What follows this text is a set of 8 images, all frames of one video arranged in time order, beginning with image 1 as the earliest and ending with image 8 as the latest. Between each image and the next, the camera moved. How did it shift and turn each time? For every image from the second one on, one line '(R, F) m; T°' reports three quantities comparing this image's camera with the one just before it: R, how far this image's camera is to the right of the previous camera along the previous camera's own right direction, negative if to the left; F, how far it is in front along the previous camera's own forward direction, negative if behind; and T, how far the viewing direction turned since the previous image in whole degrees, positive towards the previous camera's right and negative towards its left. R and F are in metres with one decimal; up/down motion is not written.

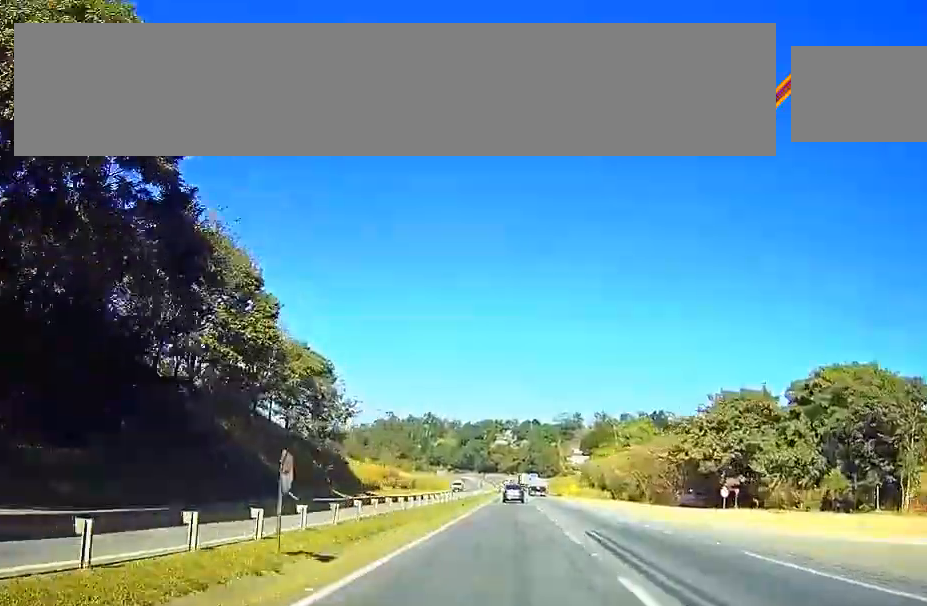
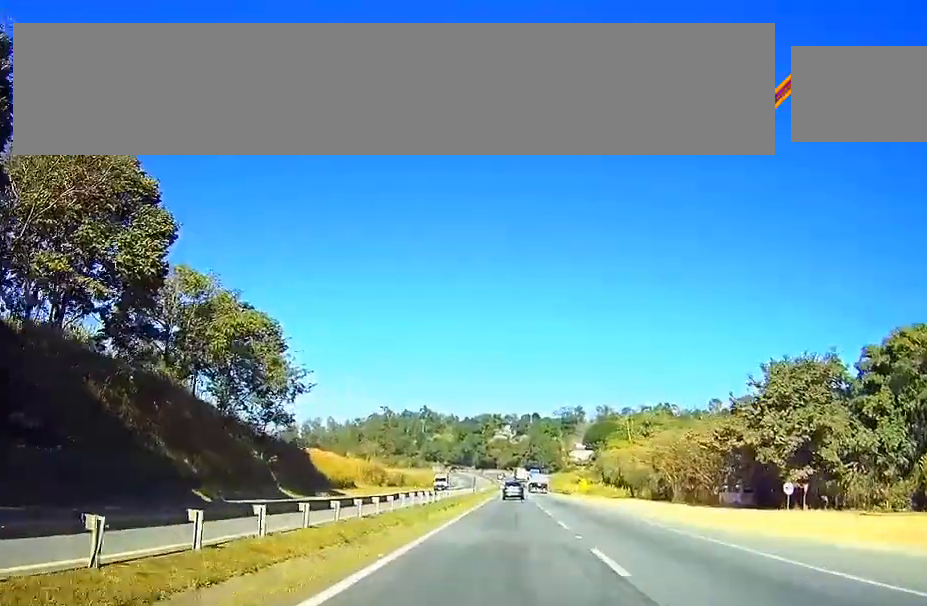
(0.0, +20.0) m; 0°
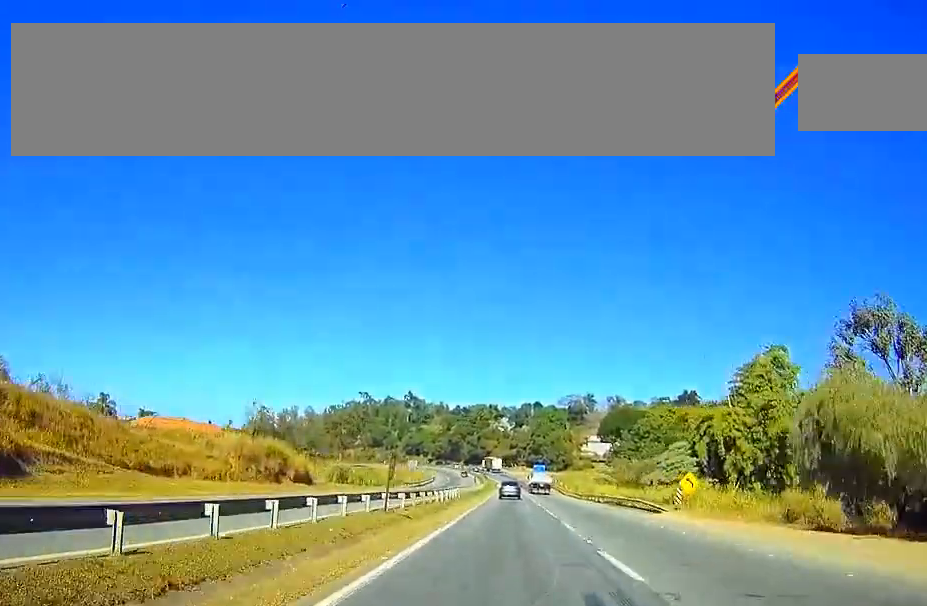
(0.0, +75.8) m; 0°
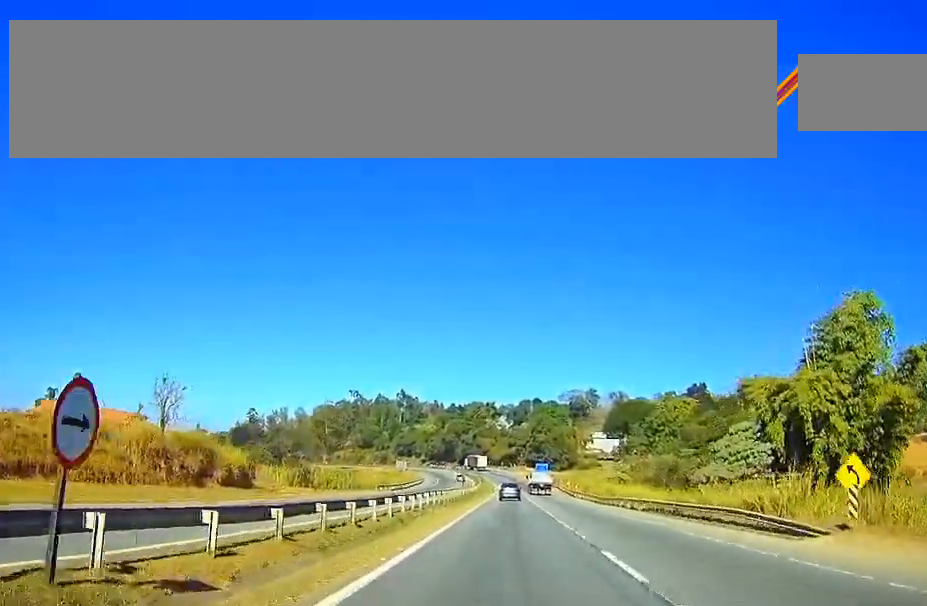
(0.0, +25.0) m; 0°
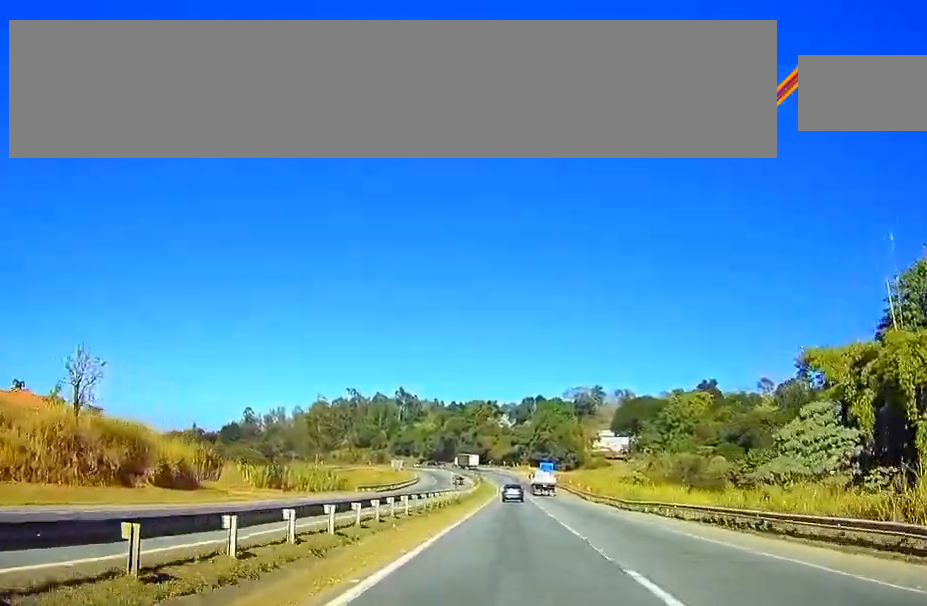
(0.0, +15.6) m; 0°
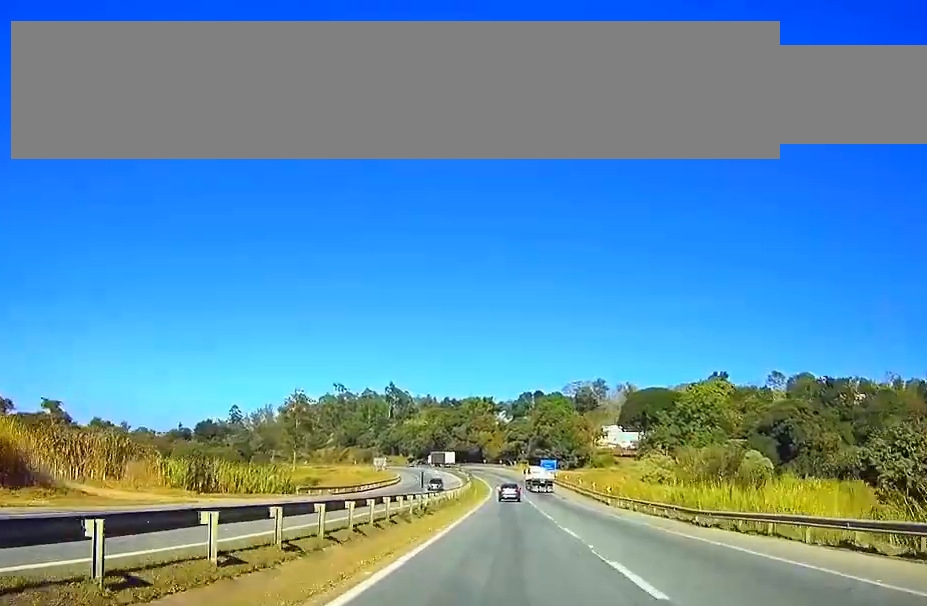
(0.0, +24.7) m; 0°
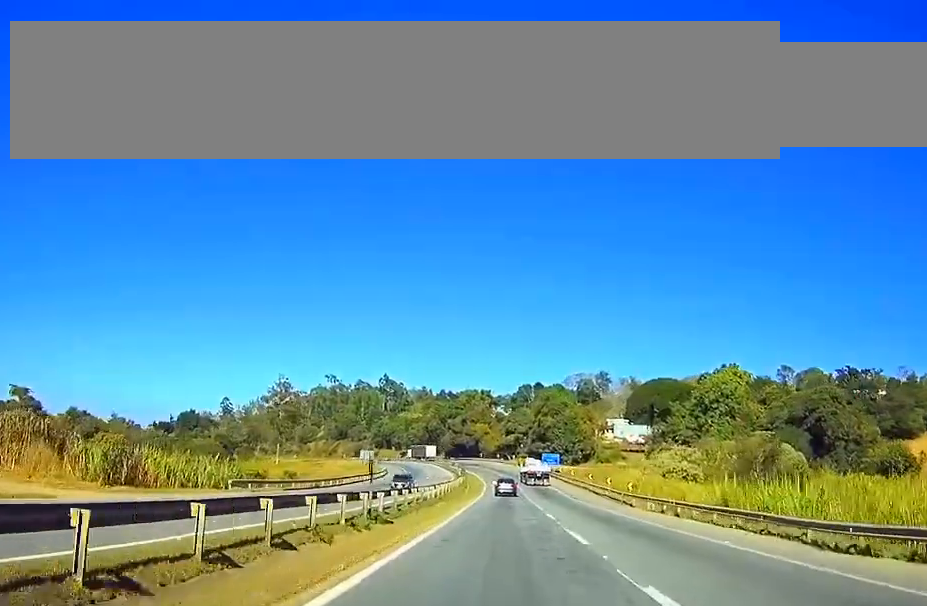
(0.0, +16.4) m; 0°
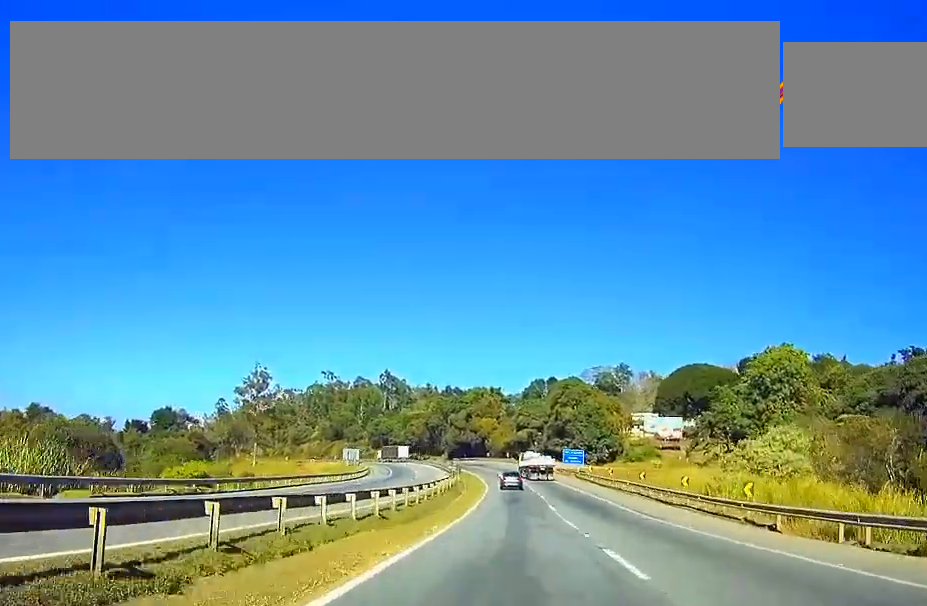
(0.0, +31.5) m; -2°
